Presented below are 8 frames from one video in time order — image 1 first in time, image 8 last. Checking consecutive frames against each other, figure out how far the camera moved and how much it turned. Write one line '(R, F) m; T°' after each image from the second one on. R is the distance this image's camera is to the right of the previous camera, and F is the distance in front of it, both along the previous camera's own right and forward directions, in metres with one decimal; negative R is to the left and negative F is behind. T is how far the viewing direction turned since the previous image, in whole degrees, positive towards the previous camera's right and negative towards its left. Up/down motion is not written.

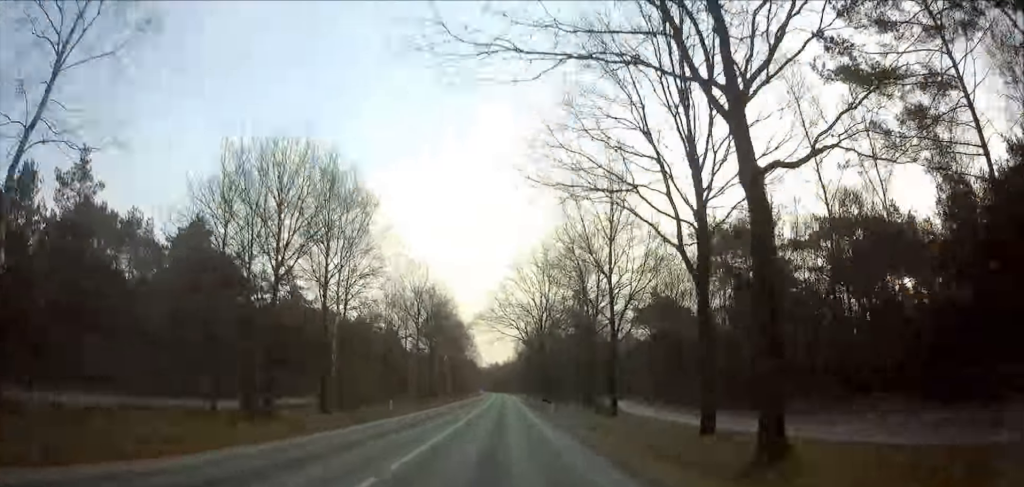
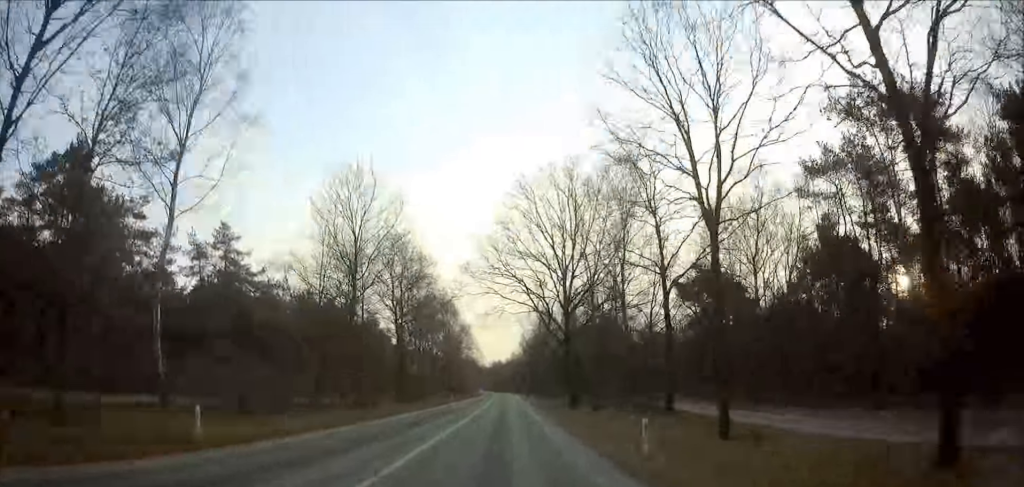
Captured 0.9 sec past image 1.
(-0.1, +20.6) m; 0°
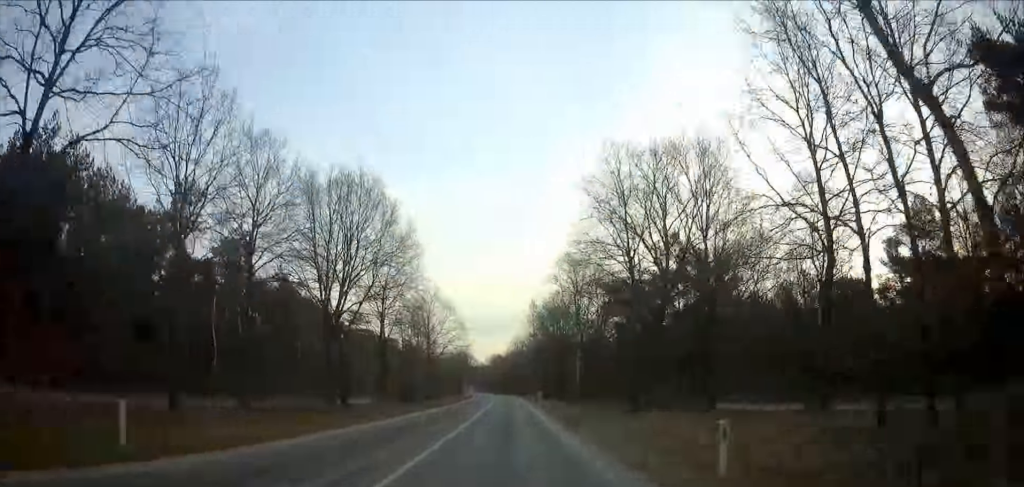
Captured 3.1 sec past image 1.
(-0.1, +53.8) m; 0°
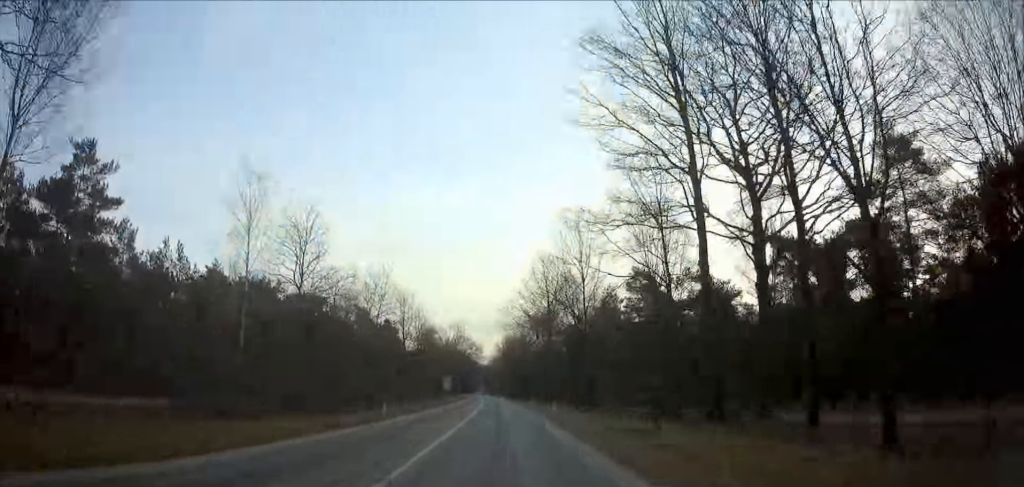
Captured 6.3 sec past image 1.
(-0.9, +76.0) m; -2°
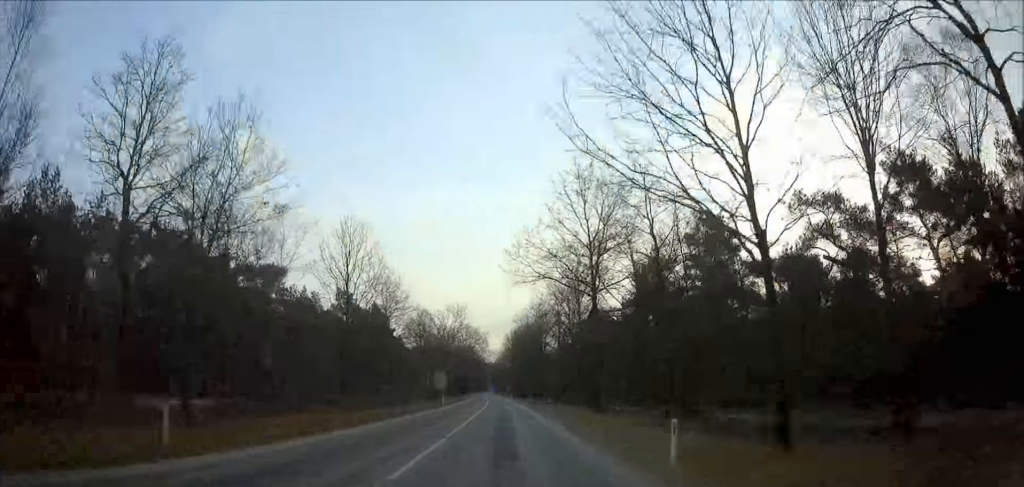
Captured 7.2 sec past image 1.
(0.0, +20.6) m; -1°
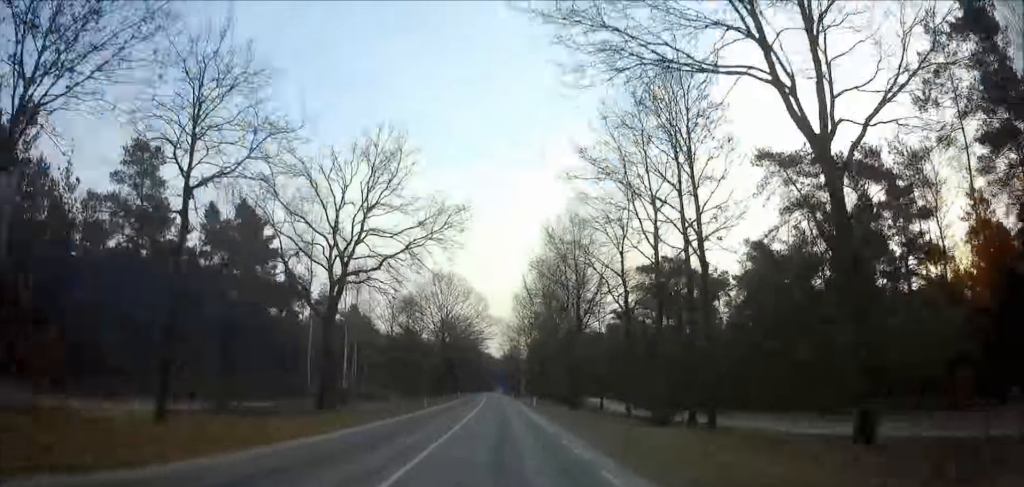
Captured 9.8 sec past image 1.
(-1.0, +61.8) m; -1°
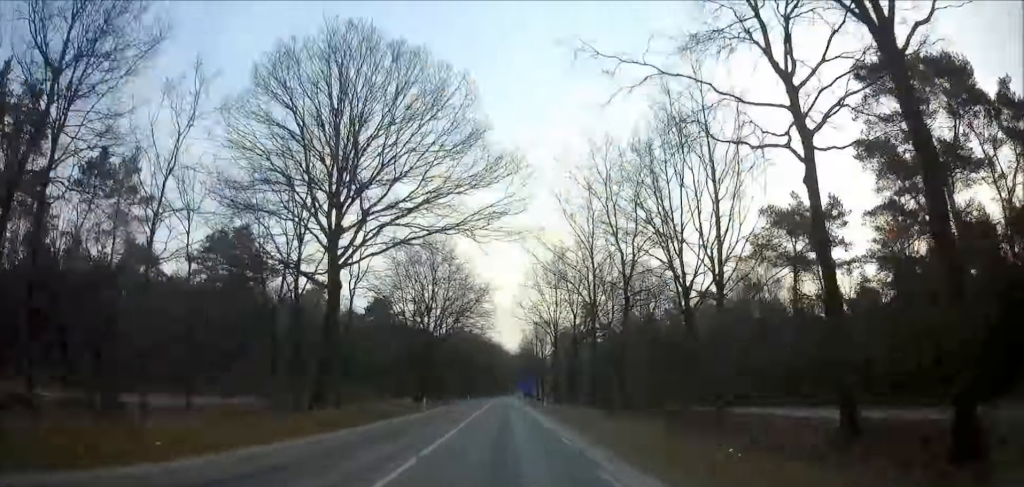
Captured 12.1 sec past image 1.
(-0.4, +54.0) m; -1°
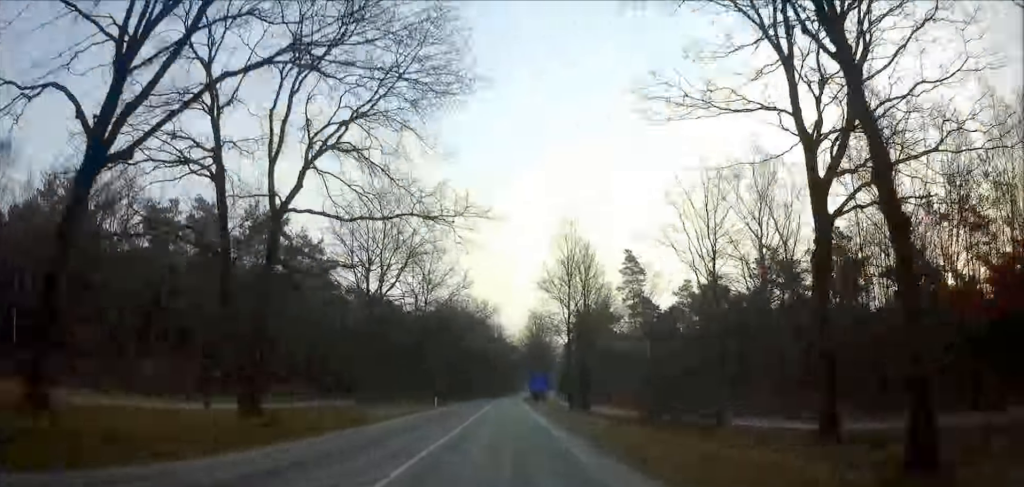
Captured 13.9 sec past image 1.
(-0.2, +44.5) m; 0°
